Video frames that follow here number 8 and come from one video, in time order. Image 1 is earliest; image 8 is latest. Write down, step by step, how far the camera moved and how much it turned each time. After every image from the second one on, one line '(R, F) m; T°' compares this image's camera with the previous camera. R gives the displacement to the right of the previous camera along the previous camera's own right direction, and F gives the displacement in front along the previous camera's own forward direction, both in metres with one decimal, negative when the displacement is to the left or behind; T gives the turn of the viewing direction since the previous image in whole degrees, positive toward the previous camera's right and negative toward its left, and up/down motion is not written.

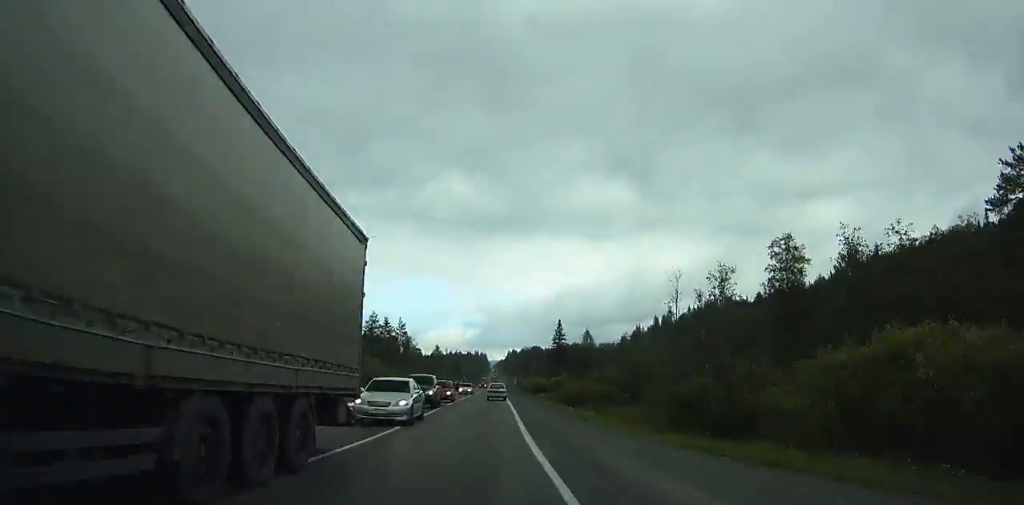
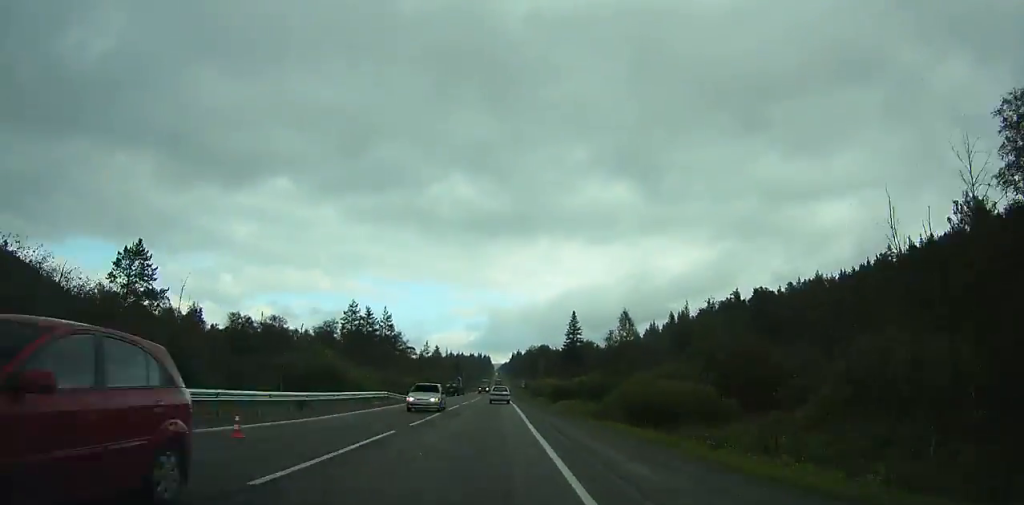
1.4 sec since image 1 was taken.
(0.0, +27.0) m; 0°
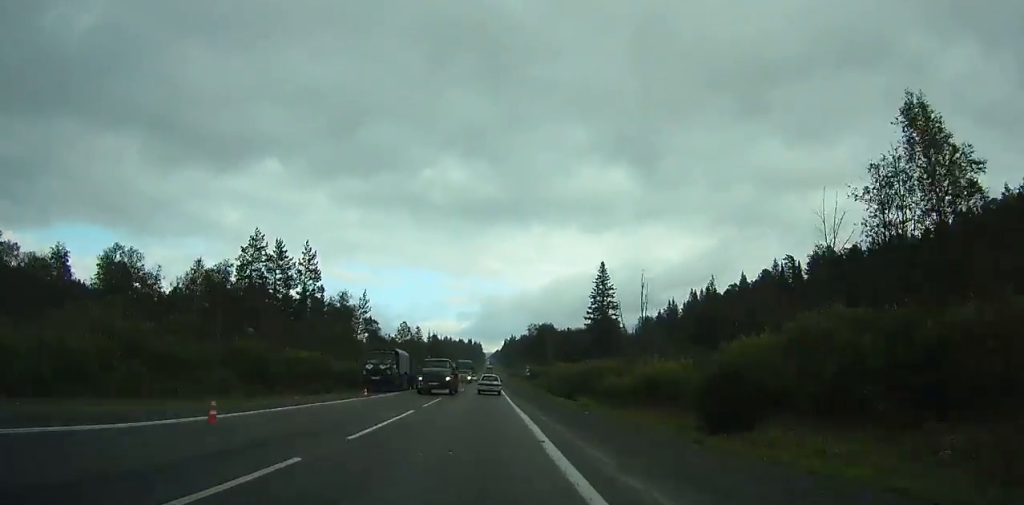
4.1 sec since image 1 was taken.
(-0.1, +53.1) m; 0°
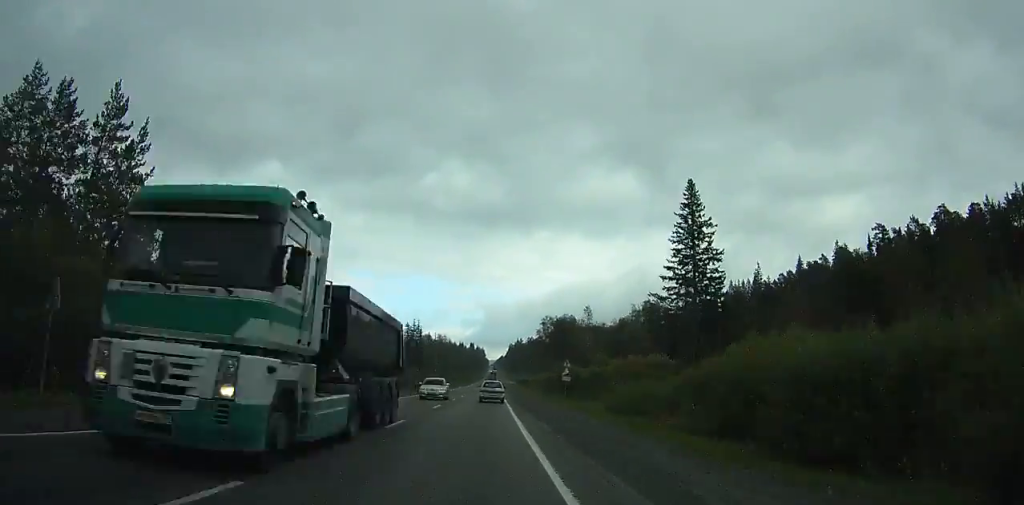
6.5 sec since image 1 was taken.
(+0.2, +48.0) m; 0°
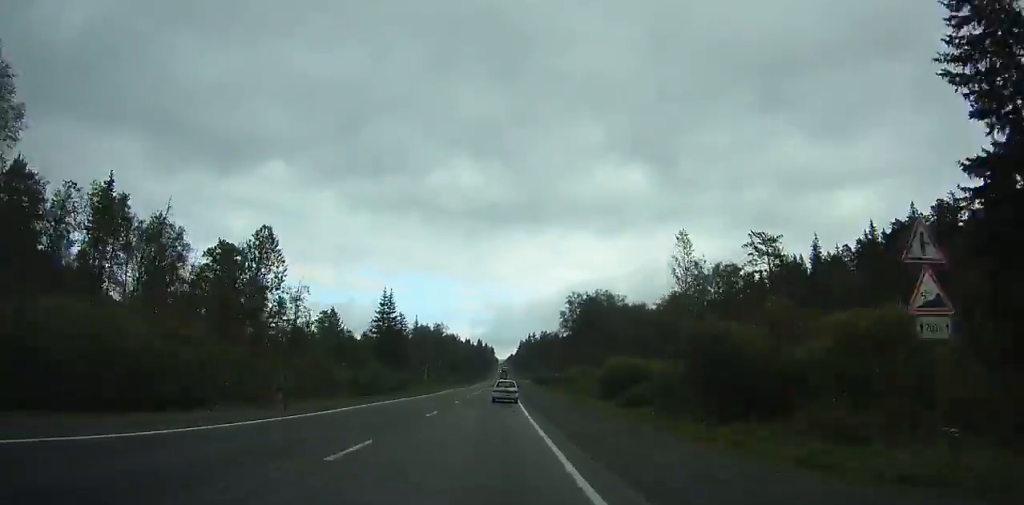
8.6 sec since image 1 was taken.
(-0.2, +42.5) m; 0°
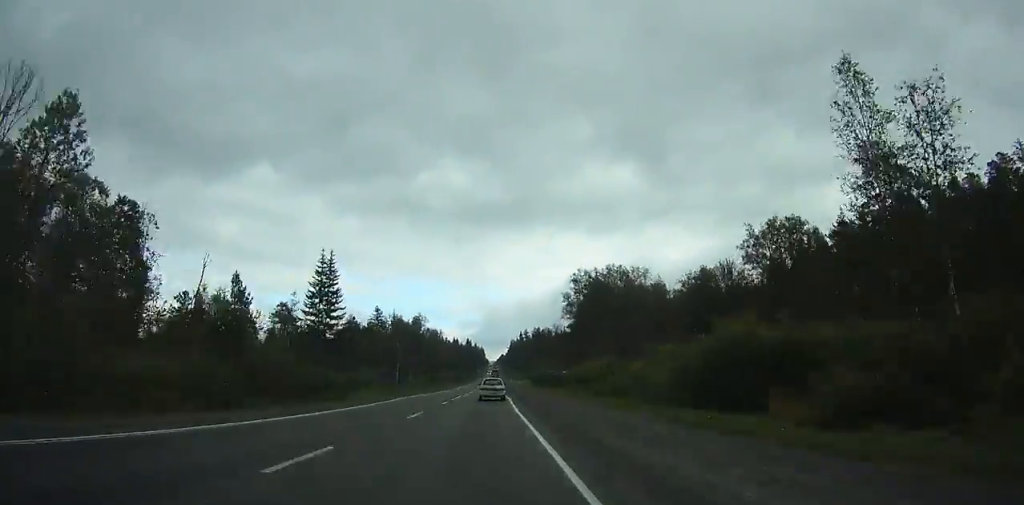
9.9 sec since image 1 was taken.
(0.0, +26.3) m; 0°
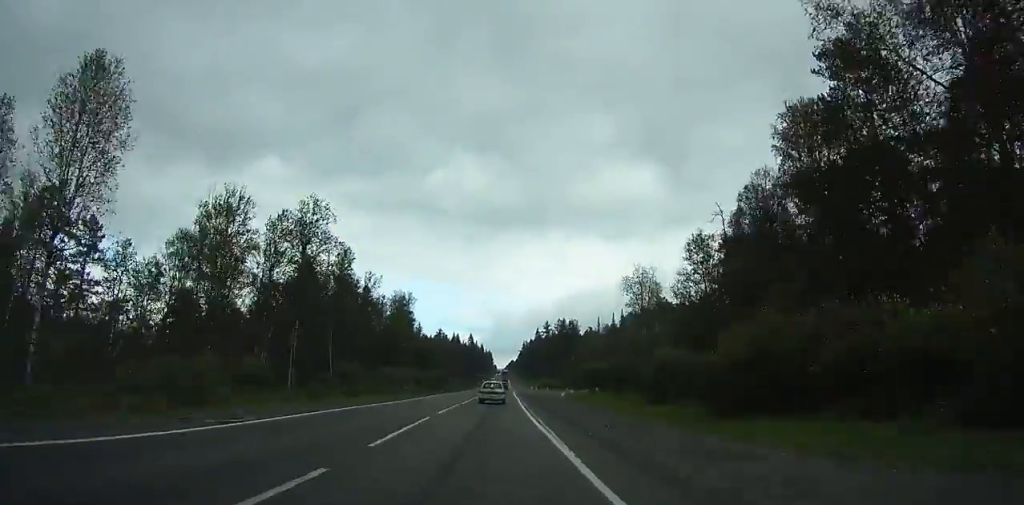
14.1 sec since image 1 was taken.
(0.0, +85.5) m; 0°
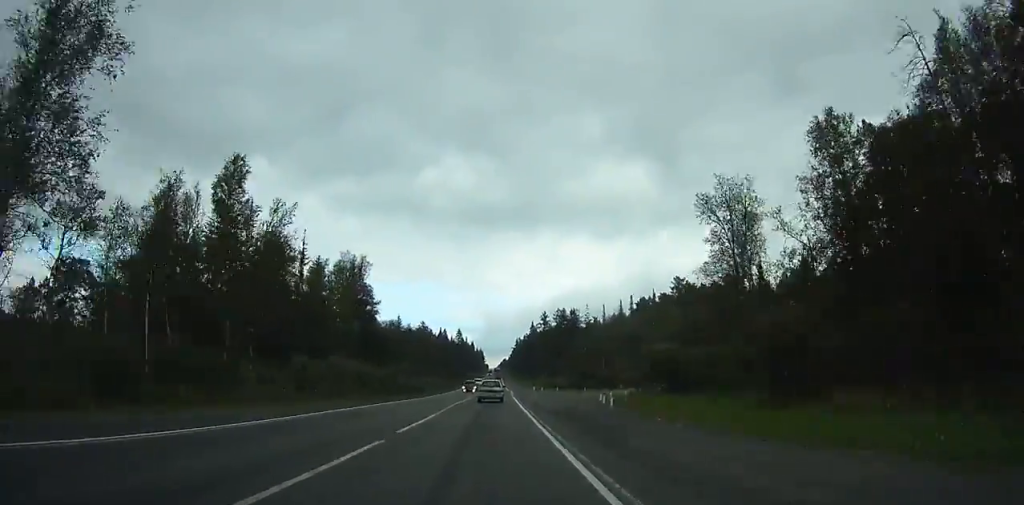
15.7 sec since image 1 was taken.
(-0.1, +32.7) m; 0°
